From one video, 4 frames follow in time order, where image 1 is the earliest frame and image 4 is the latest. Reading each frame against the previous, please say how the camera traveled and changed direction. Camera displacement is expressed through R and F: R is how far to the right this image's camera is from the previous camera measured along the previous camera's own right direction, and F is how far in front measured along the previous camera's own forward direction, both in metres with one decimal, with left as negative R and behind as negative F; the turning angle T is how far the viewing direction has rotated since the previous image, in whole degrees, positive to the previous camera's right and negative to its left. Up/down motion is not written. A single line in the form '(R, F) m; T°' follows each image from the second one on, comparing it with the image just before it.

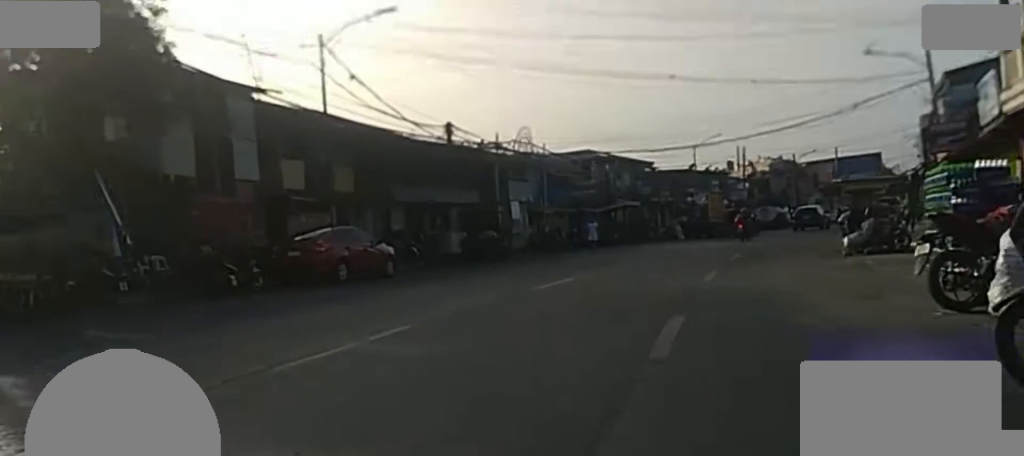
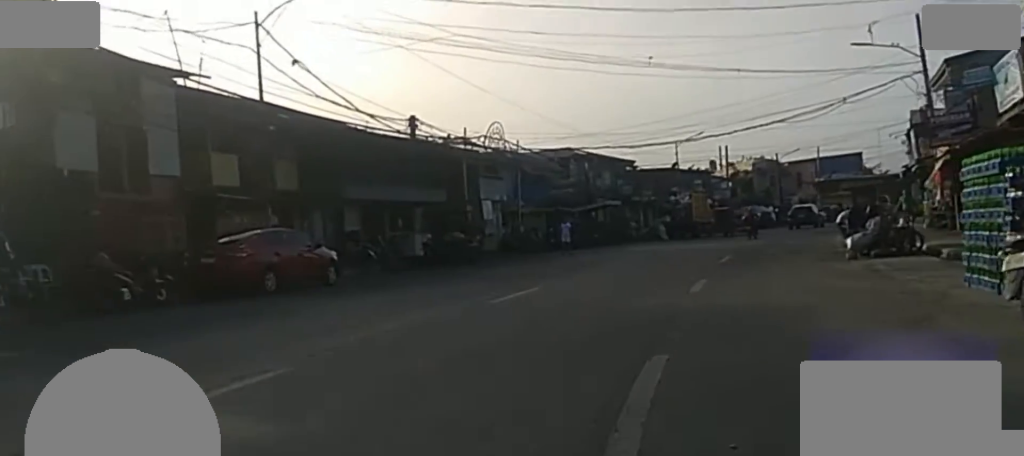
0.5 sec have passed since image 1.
(0.0, +2.3) m; -3°
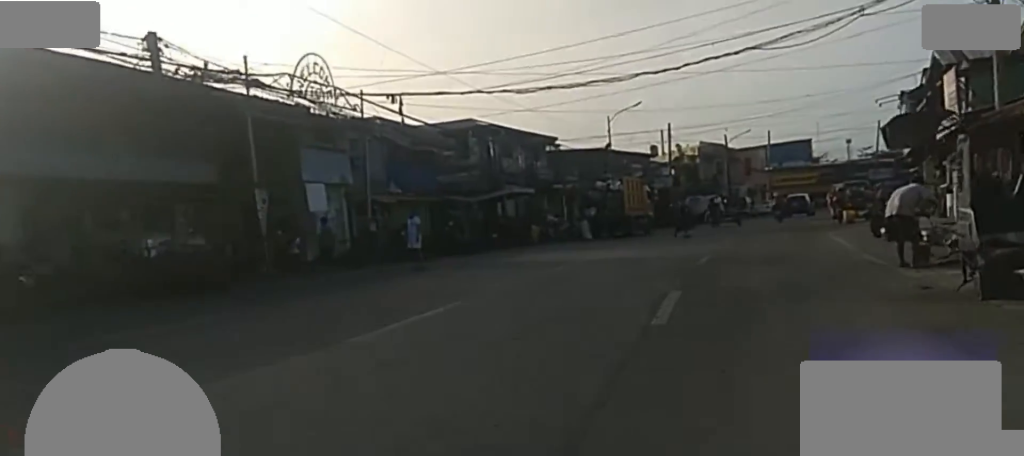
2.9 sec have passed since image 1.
(-0.3, +10.4) m; +3°
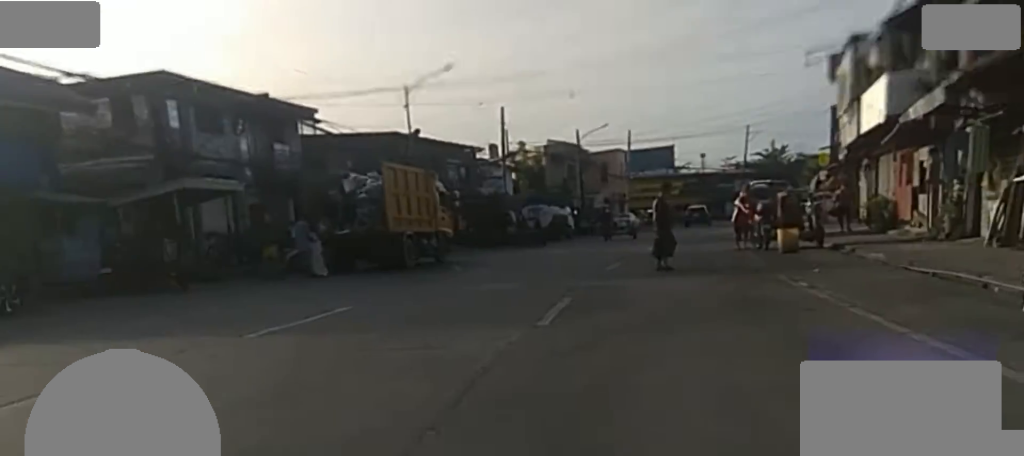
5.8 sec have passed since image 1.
(-2.5, +14.6) m; -2°
